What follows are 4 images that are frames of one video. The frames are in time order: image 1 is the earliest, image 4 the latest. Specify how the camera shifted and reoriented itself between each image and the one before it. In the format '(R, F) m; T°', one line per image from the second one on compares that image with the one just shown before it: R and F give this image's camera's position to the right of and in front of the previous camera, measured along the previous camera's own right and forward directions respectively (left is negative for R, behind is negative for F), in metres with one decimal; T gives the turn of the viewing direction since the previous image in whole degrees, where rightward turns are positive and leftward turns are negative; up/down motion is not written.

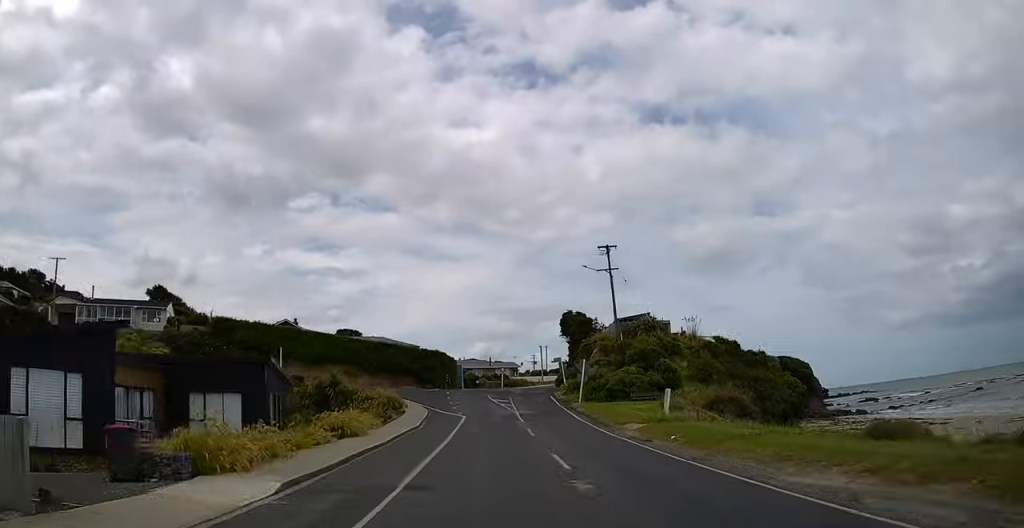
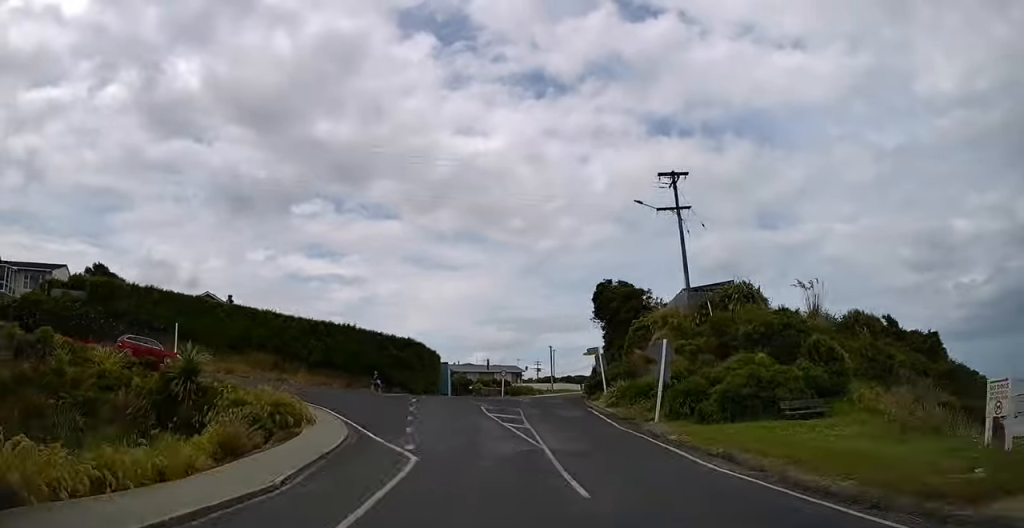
(+0.1, +24.5) m; +2°
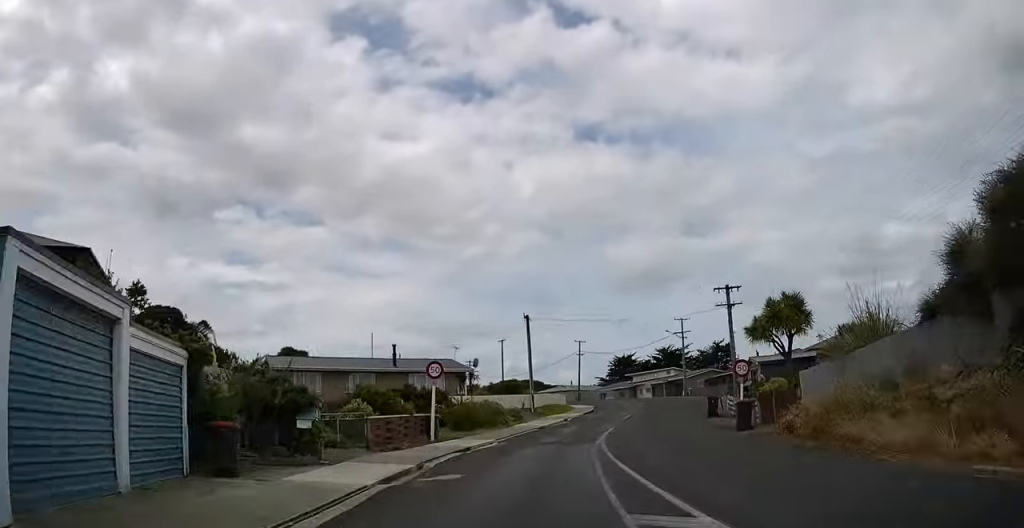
(+3.3, +51.0) m; +13°
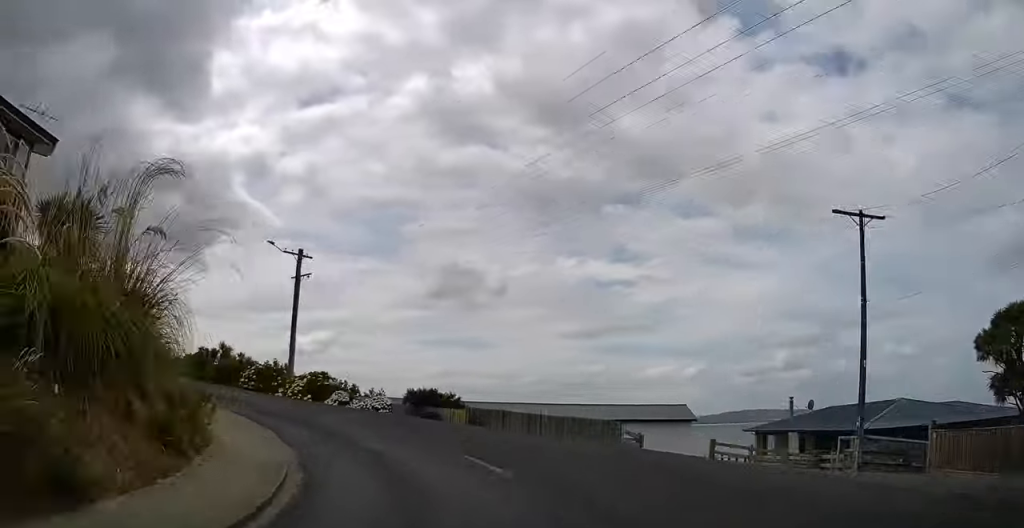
(-35.0, +108.3) m; -64°
